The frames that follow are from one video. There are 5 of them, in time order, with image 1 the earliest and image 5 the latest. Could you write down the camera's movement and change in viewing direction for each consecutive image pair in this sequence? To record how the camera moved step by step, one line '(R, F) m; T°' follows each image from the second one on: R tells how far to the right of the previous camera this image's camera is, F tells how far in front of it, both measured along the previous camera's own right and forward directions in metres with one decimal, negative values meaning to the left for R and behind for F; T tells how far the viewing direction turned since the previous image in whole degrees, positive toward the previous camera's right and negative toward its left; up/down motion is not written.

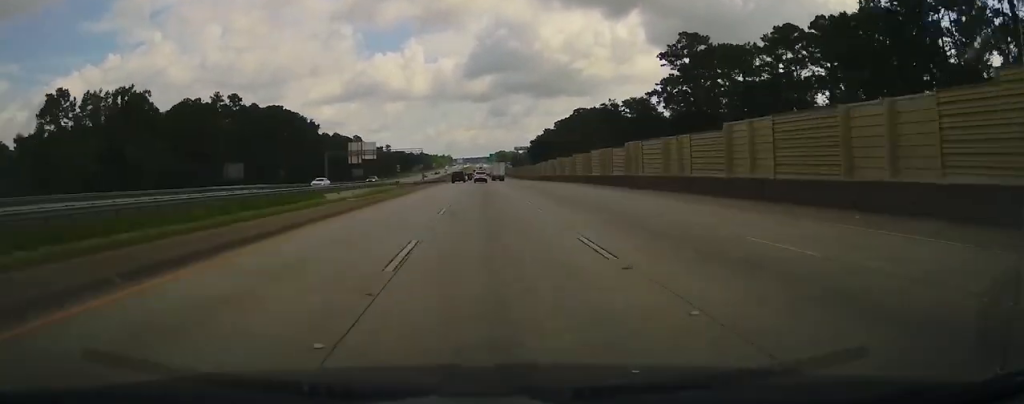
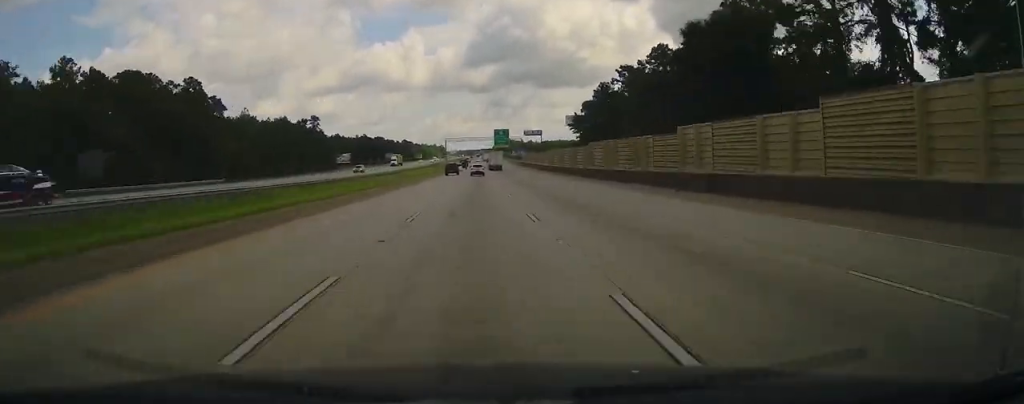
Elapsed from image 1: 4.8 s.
(-0.3, +164.5) m; 0°
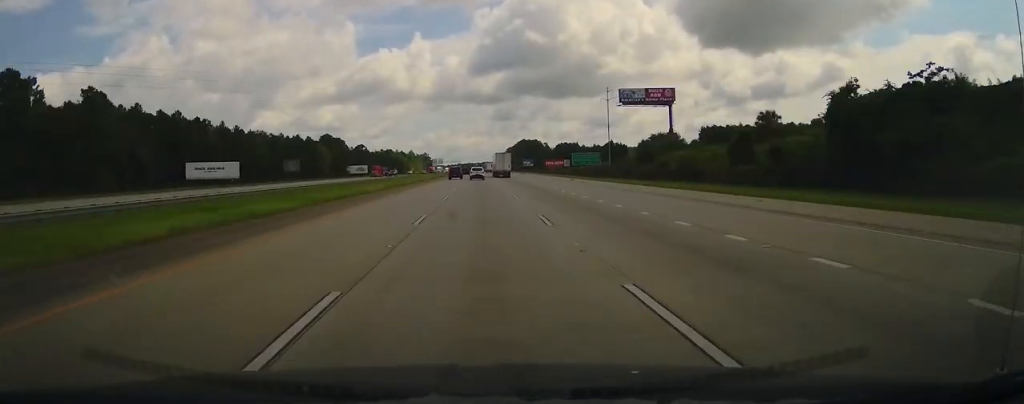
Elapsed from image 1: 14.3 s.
(-0.6, +317.3) m; 0°
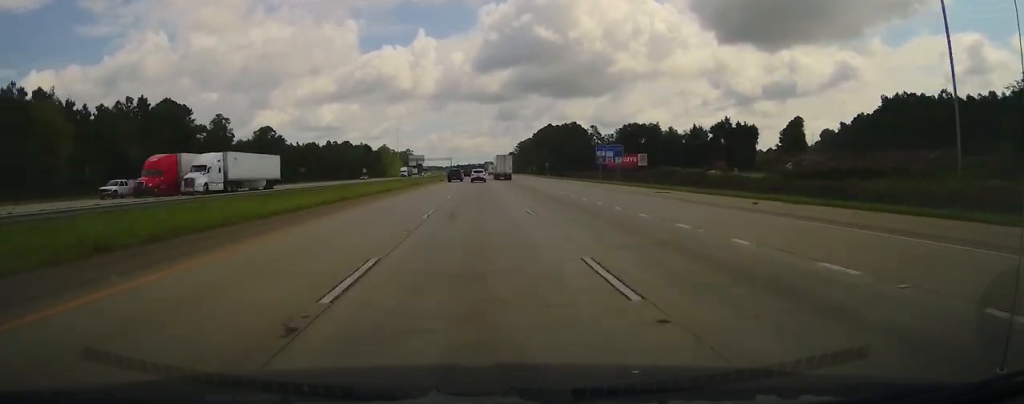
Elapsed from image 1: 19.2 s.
(+0.4, +161.4) m; 0°
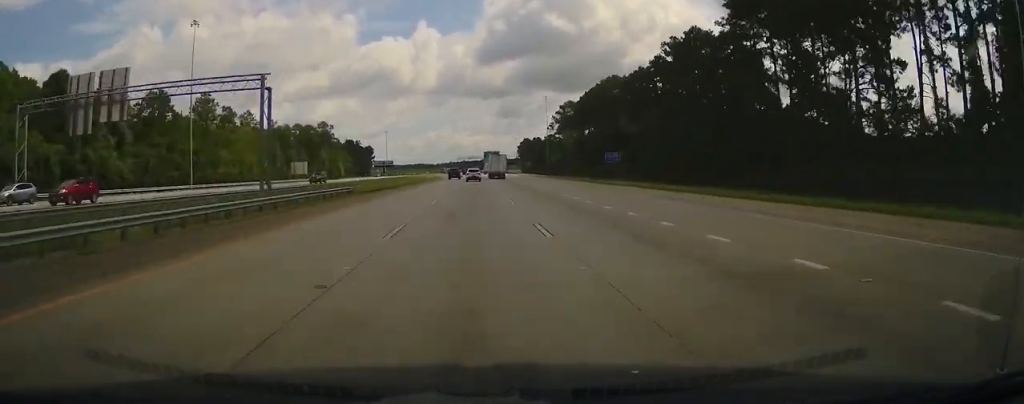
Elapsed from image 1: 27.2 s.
(-0.4, +260.6) m; 0°
